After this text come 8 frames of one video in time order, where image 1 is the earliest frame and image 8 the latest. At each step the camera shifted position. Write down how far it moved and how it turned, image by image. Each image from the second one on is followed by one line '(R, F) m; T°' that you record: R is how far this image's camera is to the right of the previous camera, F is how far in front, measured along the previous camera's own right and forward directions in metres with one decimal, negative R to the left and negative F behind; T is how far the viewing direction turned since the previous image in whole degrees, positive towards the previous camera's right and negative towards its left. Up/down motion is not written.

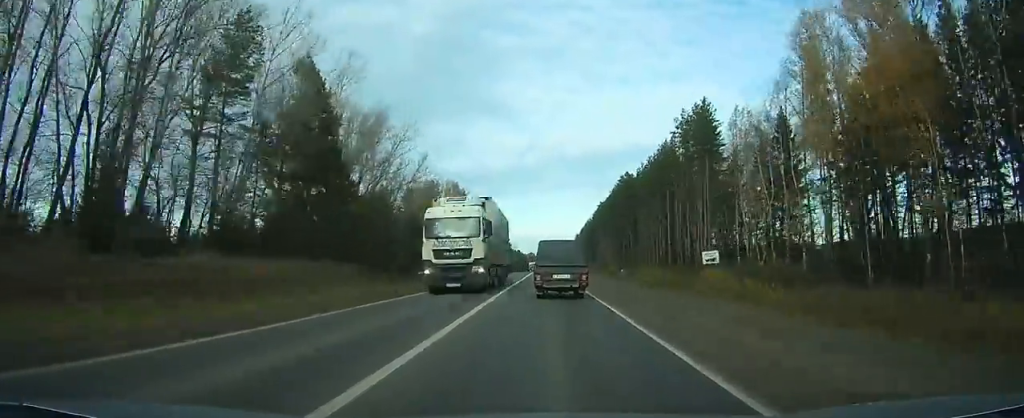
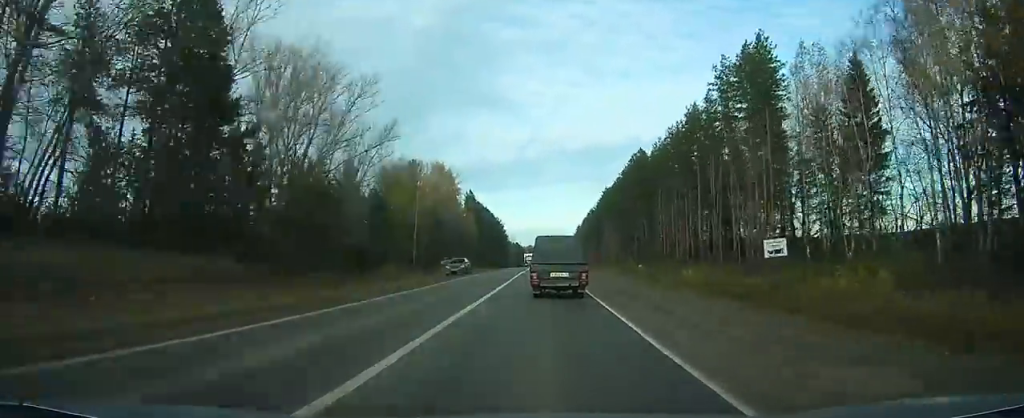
(0.0, +21.8) m; 0°
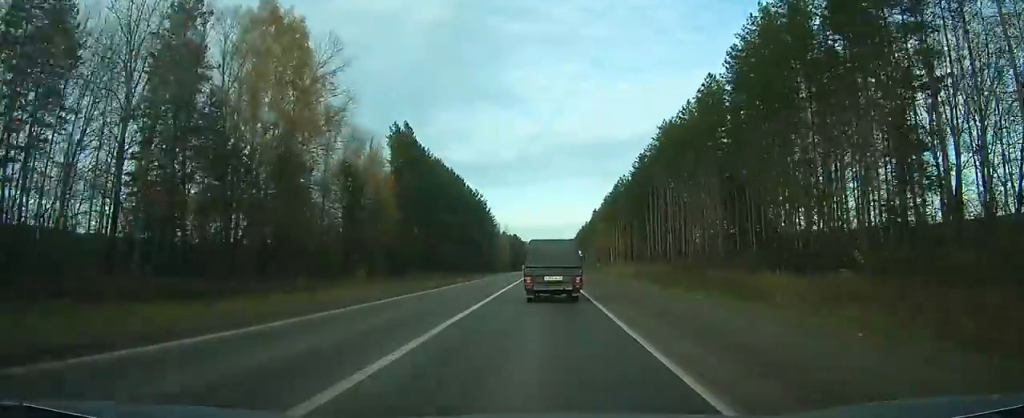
(-0.5, +90.9) m; -1°
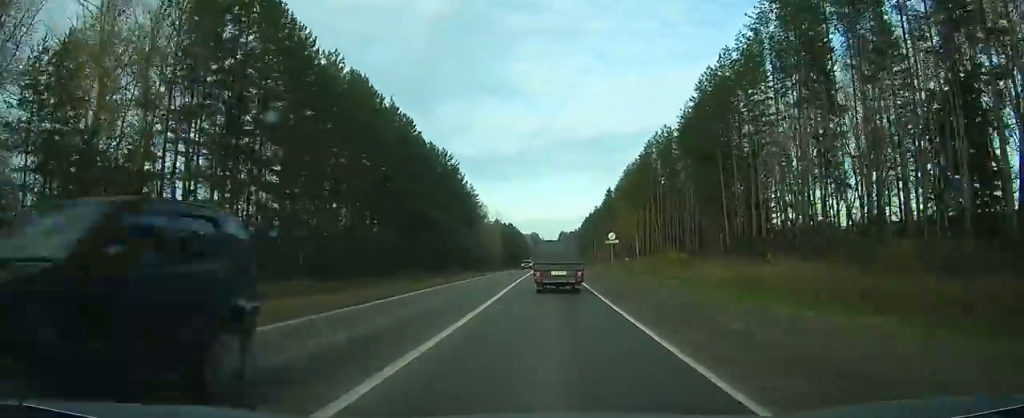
(-0.3, +54.2) m; -1°
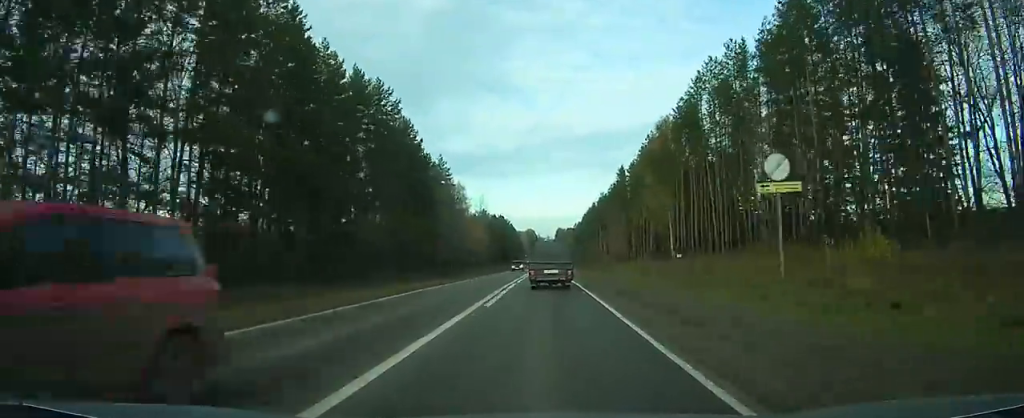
(0.0, +42.5) m; 0°
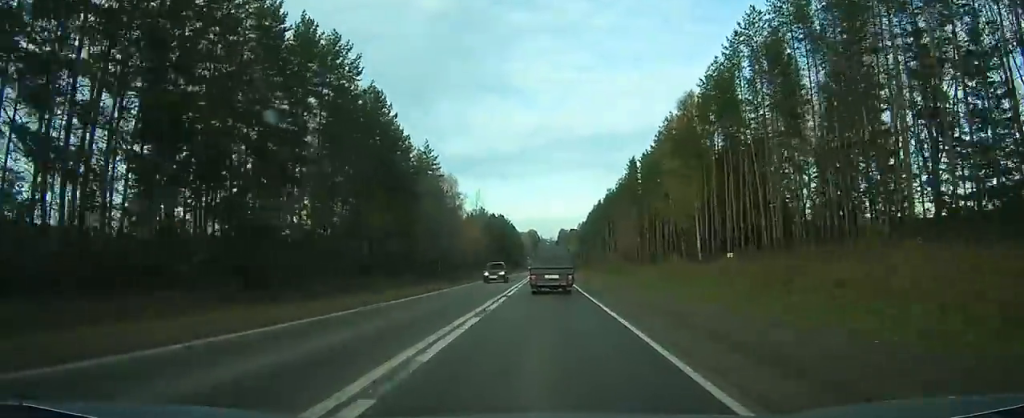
(+0.1, +15.8) m; 0°
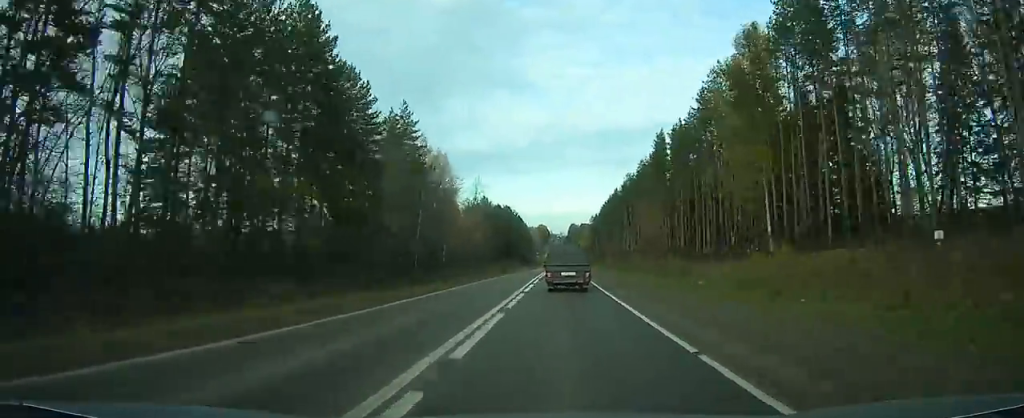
(+0.1, +23.0) m; 0°
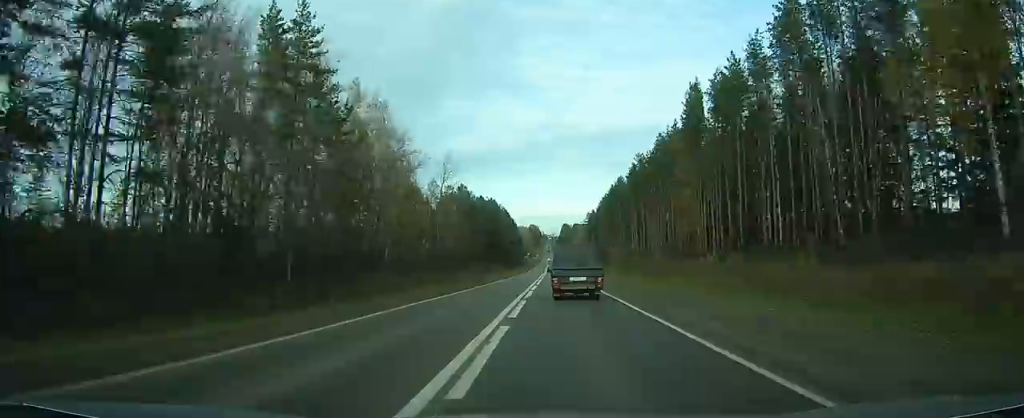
(-0.2, +32.2) m; 0°
